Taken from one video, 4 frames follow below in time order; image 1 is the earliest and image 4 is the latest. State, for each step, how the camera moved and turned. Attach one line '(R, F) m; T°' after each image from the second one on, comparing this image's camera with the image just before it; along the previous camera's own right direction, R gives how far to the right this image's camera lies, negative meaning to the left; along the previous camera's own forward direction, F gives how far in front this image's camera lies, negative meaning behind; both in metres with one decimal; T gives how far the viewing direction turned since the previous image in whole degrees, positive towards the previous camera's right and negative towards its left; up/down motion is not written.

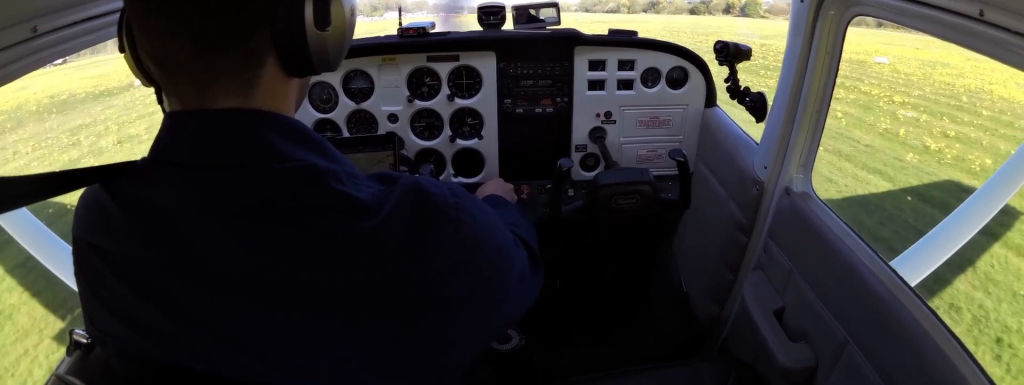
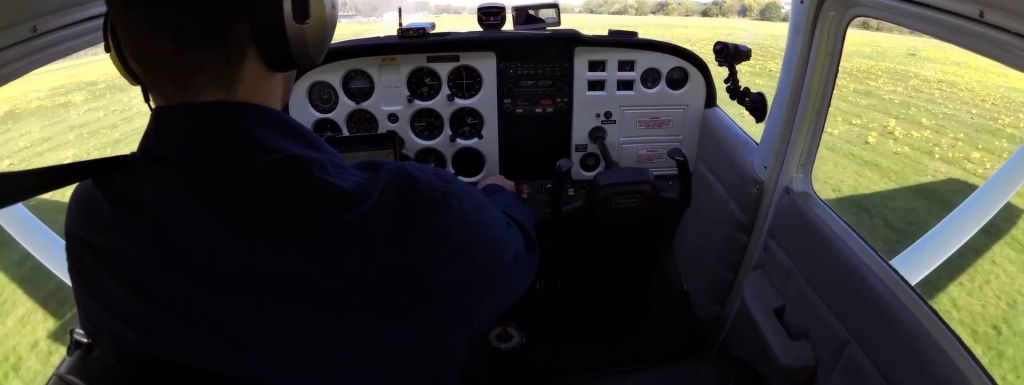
(+0.8, +12.6) m; -1°
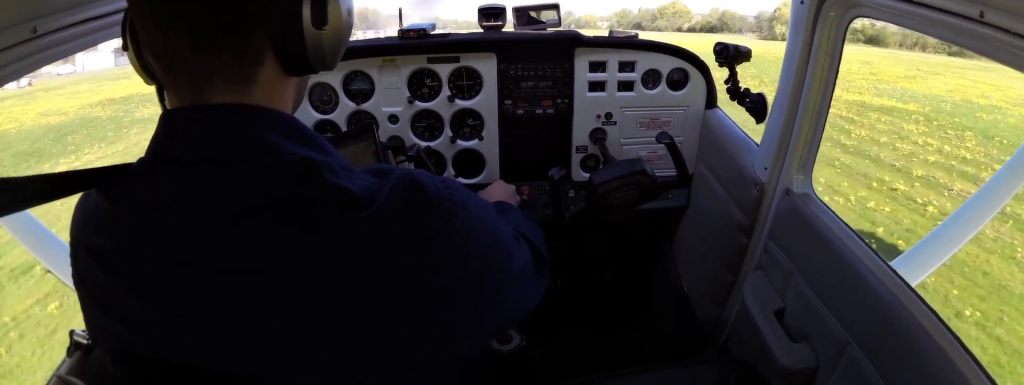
(-4.2, +174.4) m; -2°
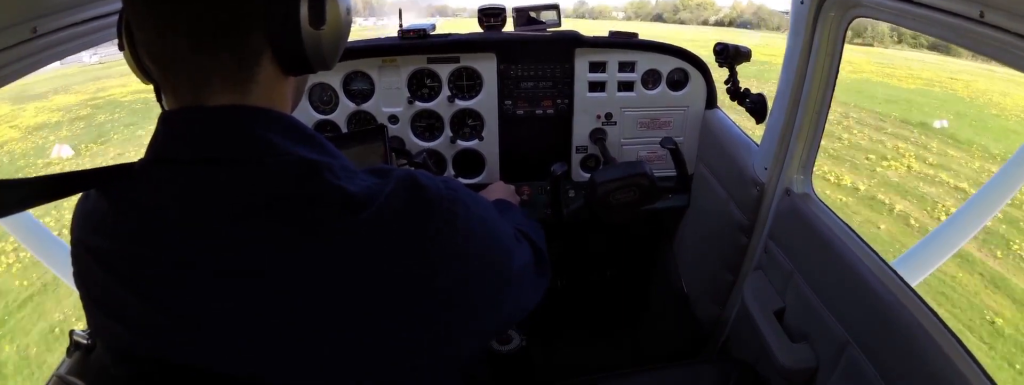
(+0.5, +23.4) m; +1°
